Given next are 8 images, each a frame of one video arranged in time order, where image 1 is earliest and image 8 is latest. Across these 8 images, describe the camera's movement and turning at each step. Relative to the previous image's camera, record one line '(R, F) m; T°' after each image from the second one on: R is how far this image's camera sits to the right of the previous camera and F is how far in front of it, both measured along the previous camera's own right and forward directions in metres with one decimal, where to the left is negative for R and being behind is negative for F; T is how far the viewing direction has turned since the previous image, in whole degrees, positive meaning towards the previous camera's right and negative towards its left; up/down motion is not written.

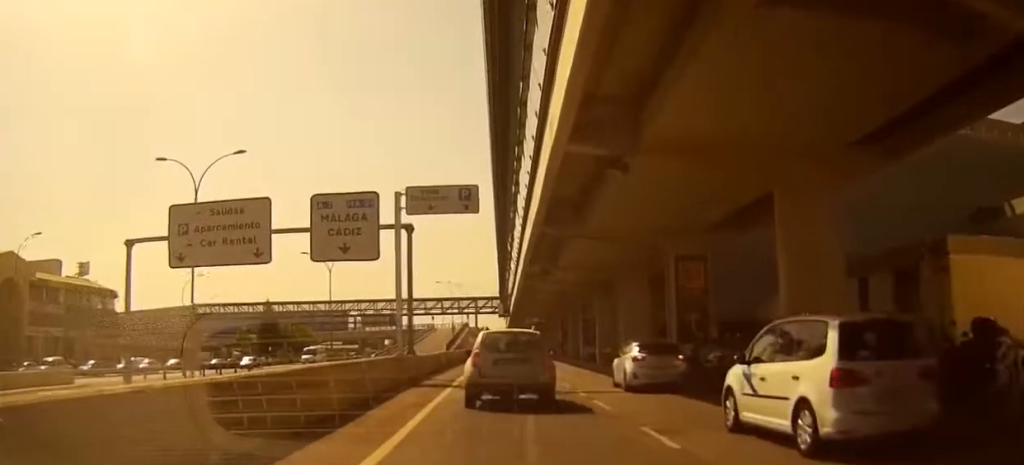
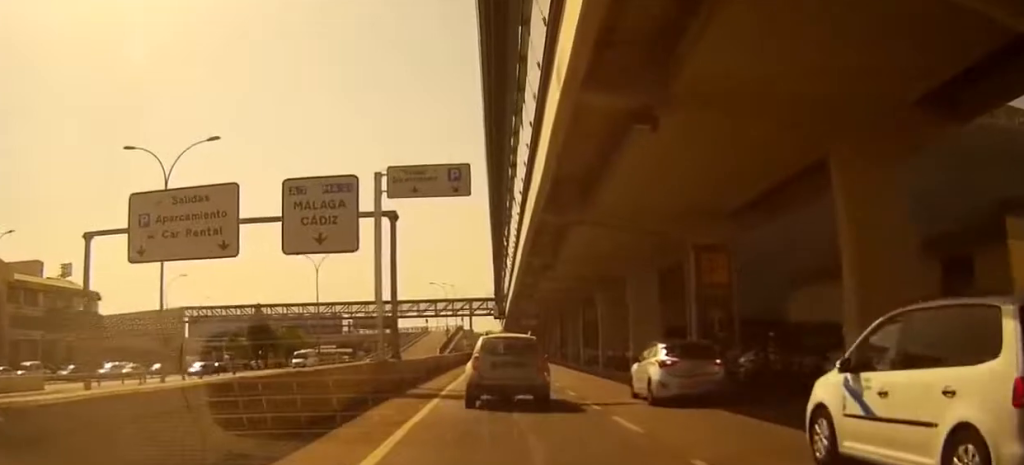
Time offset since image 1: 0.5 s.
(0.0, +3.6) m; +3°
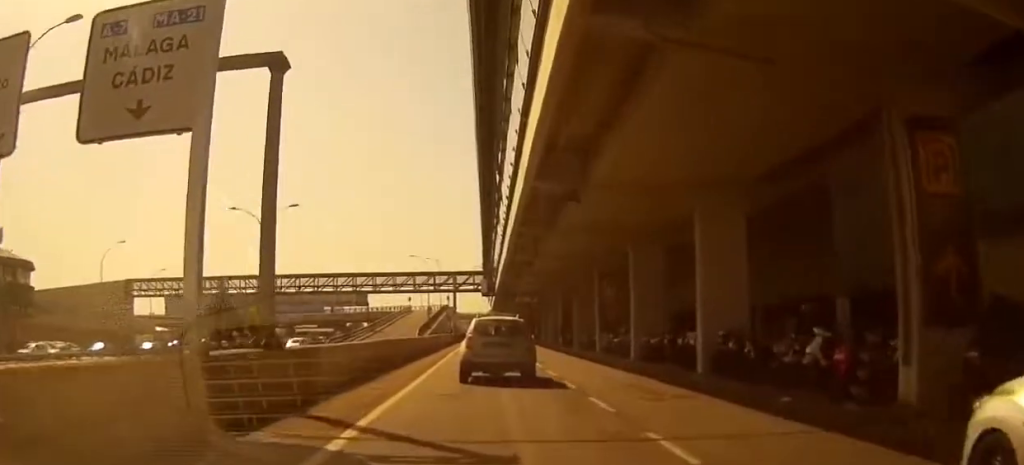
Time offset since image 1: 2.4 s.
(+0.8, +13.2) m; +4°
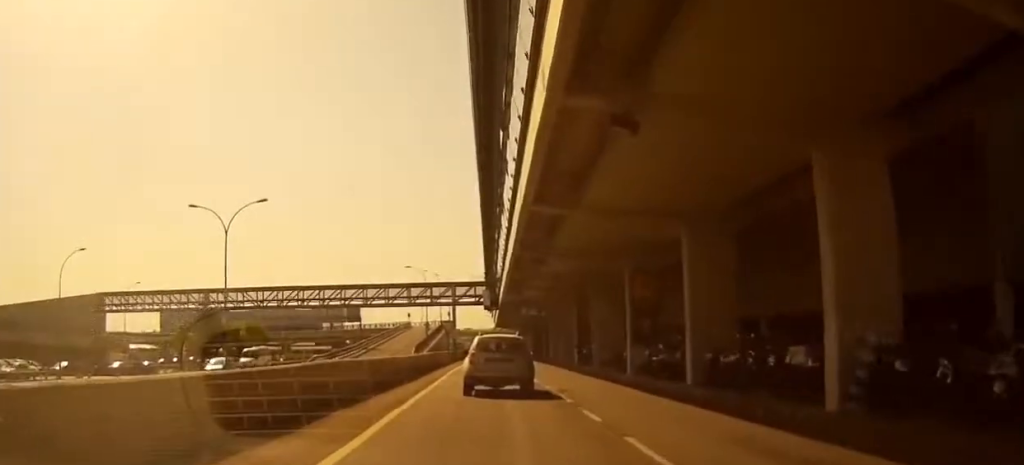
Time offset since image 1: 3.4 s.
(0.0, +7.8) m; -1°
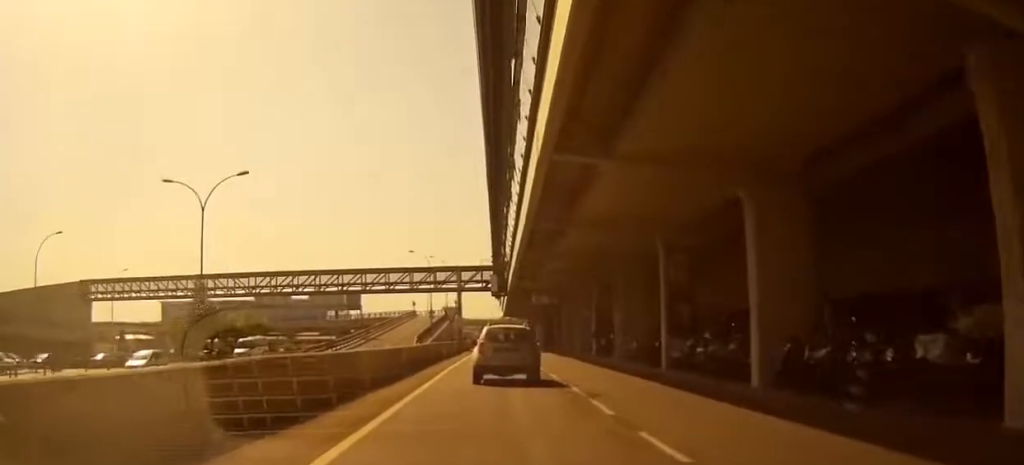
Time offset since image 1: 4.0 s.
(0.0, +5.1) m; -1°
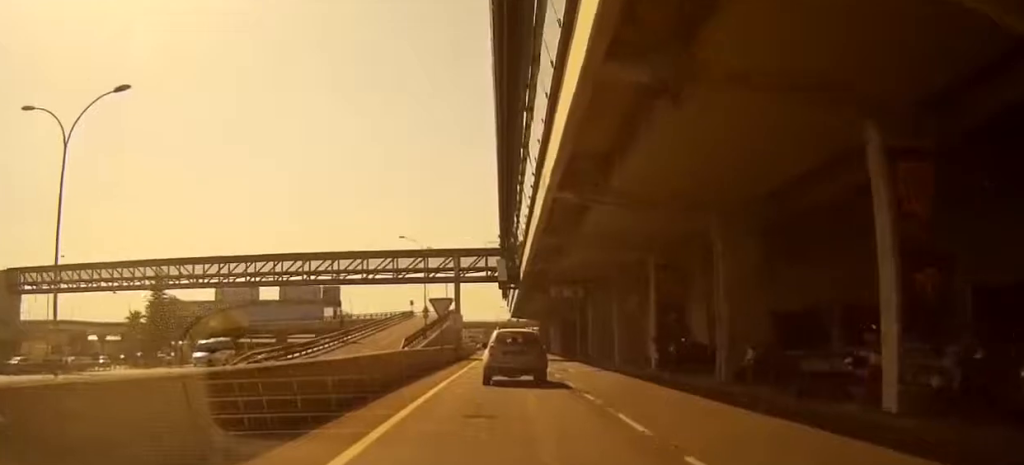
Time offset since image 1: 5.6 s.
(-0.8, +16.8) m; -4°
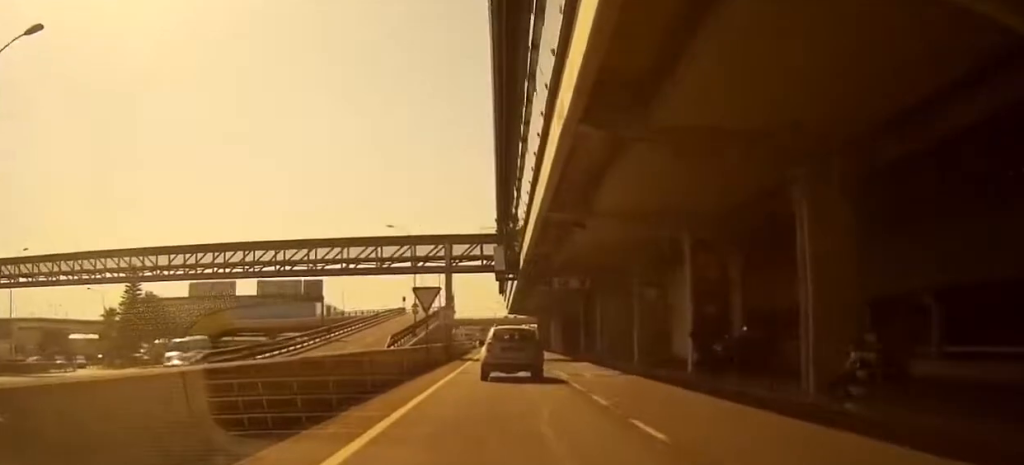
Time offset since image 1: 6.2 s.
(0.0, +6.2) m; 0°
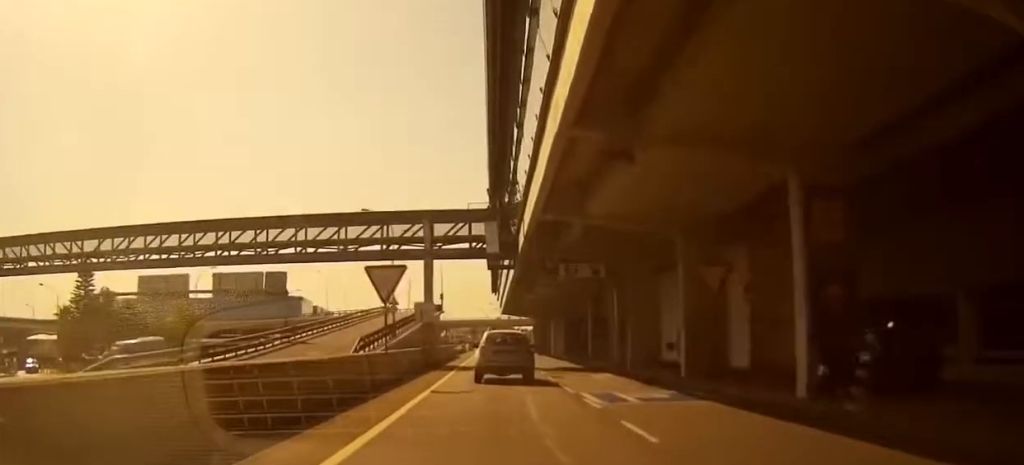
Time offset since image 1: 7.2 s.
(0.0, +9.5) m; 0°
